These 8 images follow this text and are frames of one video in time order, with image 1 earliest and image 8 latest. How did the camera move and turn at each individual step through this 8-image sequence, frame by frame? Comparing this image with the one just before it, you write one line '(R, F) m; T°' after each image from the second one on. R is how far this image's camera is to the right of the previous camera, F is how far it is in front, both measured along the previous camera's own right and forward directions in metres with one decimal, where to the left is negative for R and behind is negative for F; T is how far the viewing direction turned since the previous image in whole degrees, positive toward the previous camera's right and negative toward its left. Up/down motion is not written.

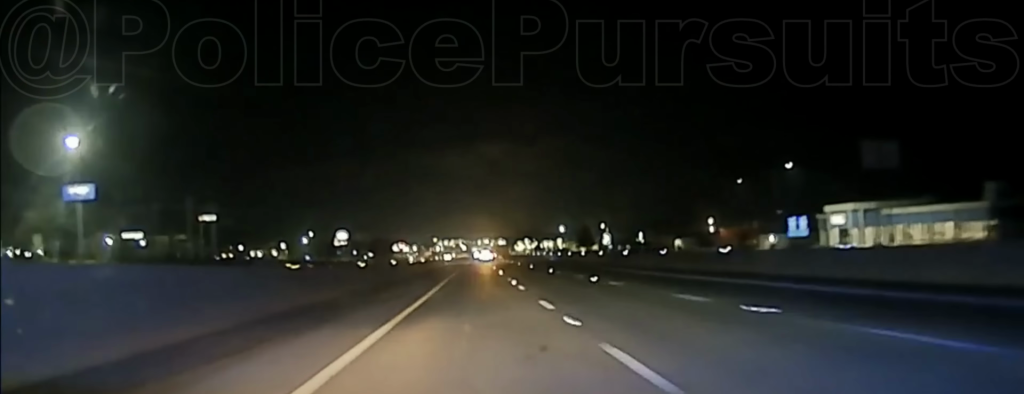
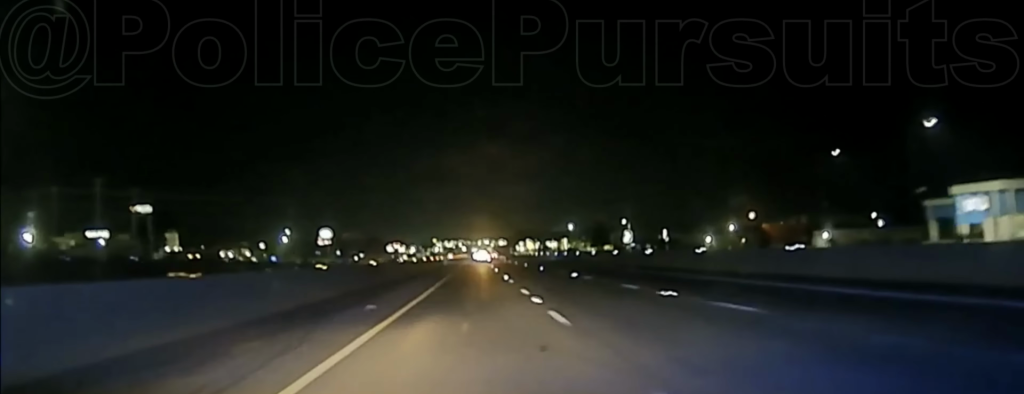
(-0.1, +42.0) m; 0°
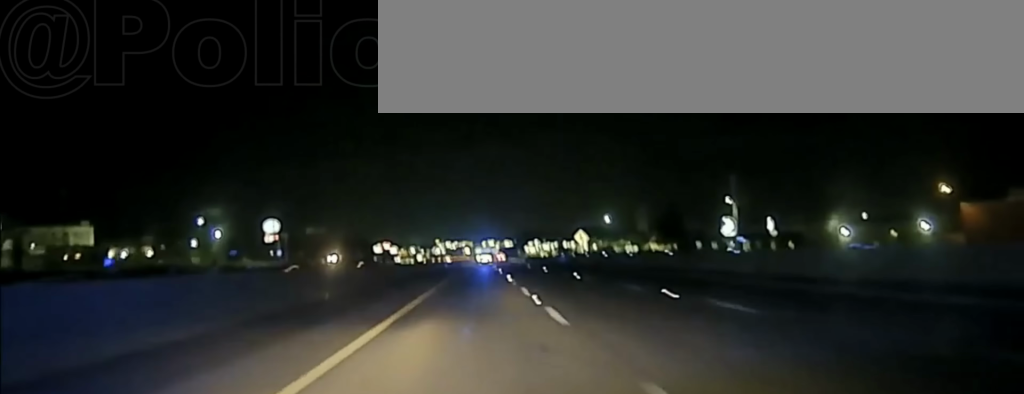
(0.0, +98.6) m; 0°
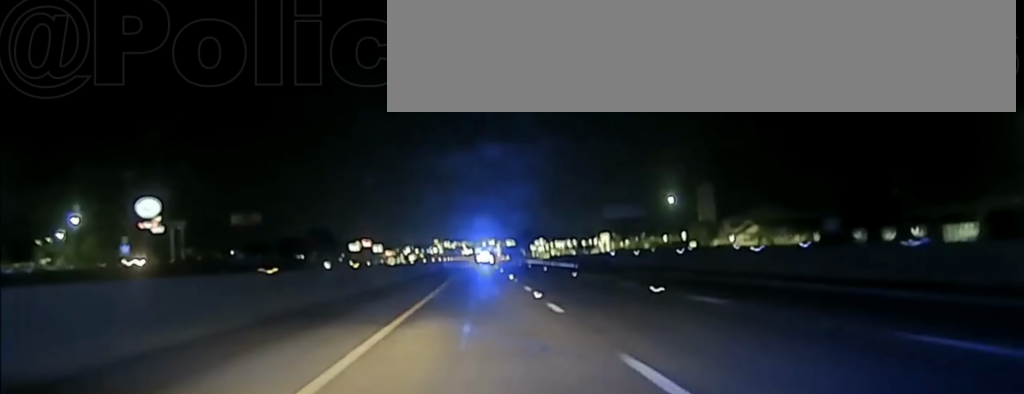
(+0.2, +95.6) m; 0°
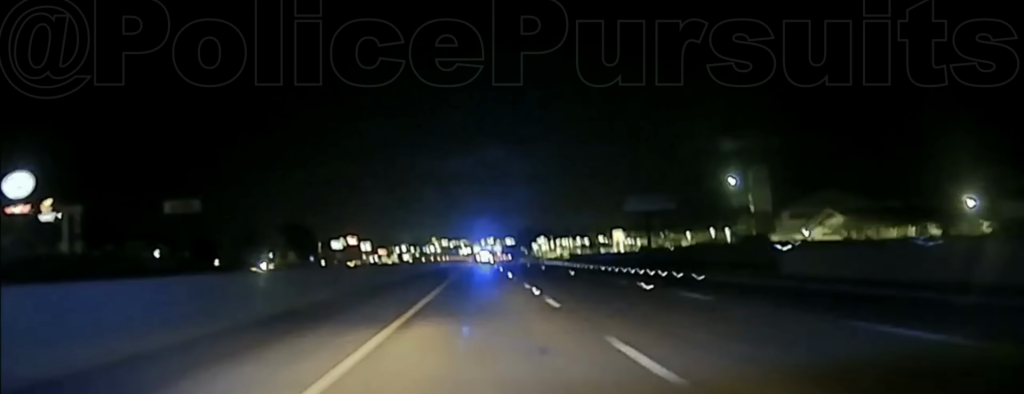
(0.0, +46.8) m; 0°
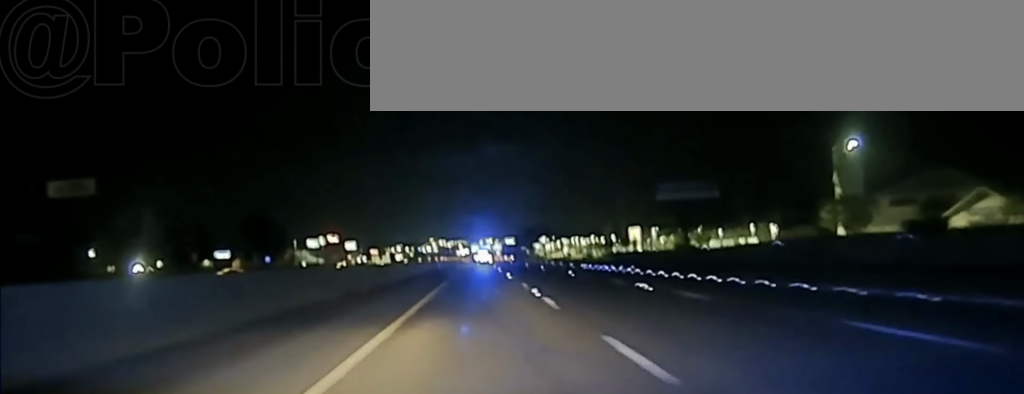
(-0.2, +48.6) m; 0°
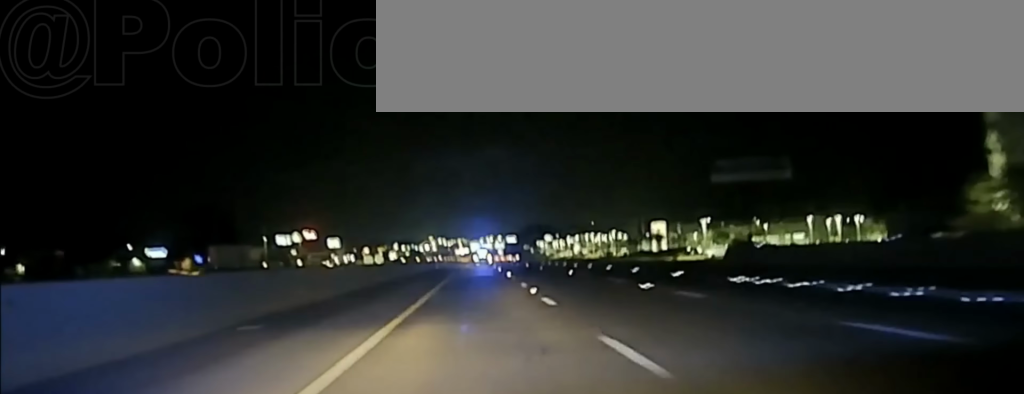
(+0.3, +48.1) m; 0°
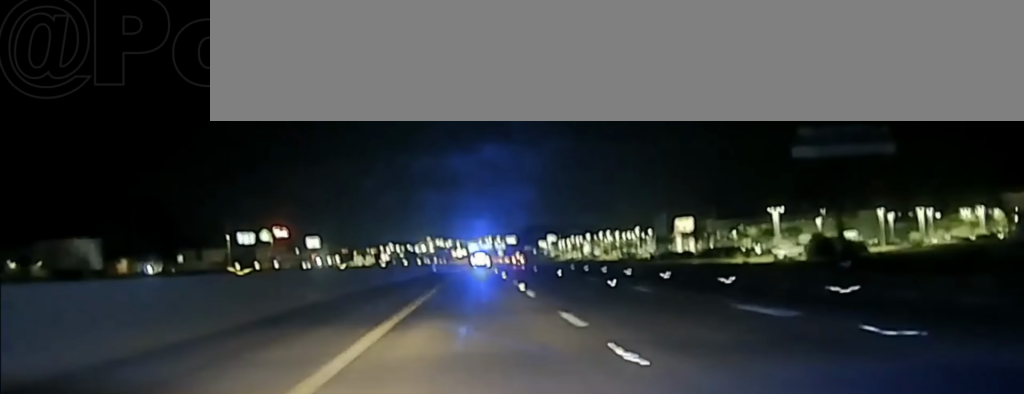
(+0.1, +42.0) m; 0°
